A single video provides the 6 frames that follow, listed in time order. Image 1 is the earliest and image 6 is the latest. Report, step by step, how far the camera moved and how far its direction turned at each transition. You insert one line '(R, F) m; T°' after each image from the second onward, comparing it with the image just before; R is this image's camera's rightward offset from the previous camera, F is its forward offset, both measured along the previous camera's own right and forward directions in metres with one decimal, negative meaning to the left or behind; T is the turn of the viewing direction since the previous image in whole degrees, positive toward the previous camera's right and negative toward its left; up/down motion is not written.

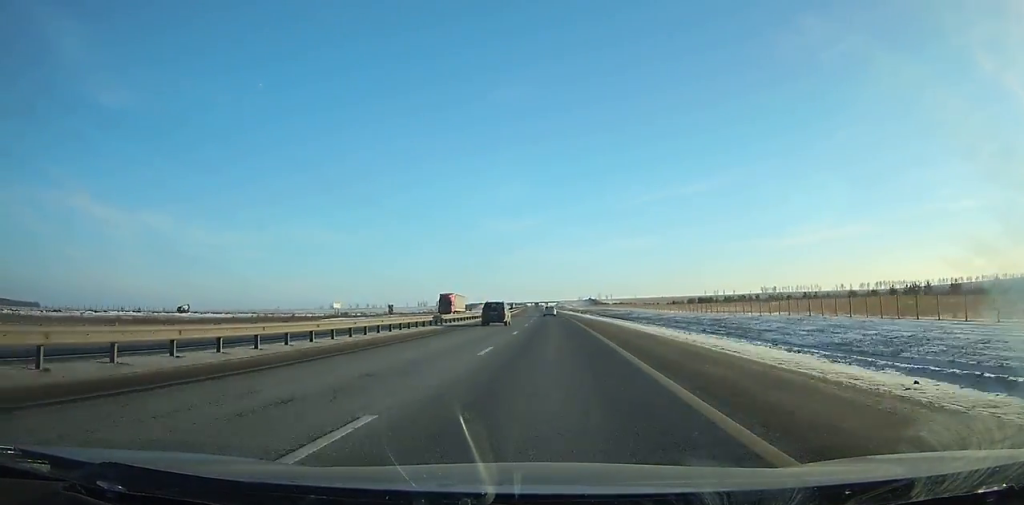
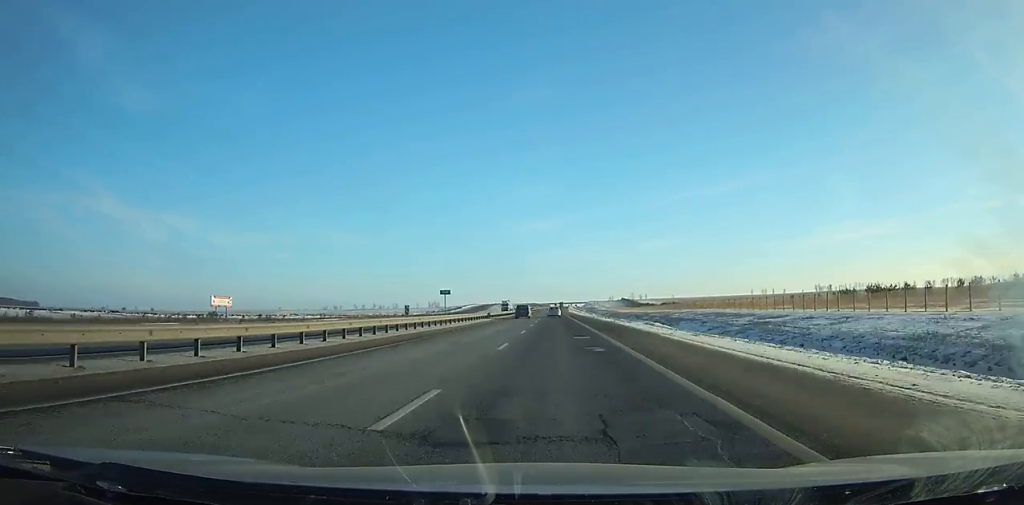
(-2.2, +116.9) m; -2°
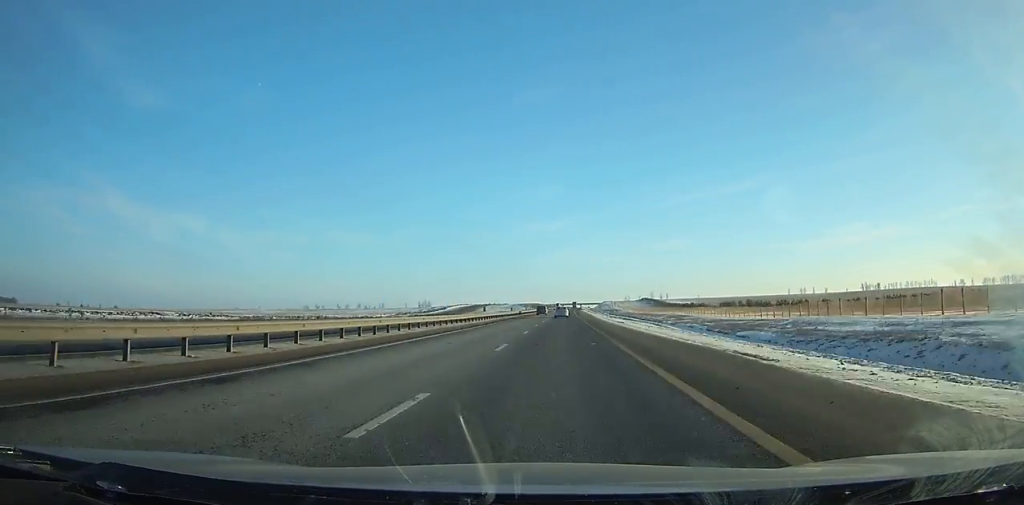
(-0.7, +119.3) m; 0°
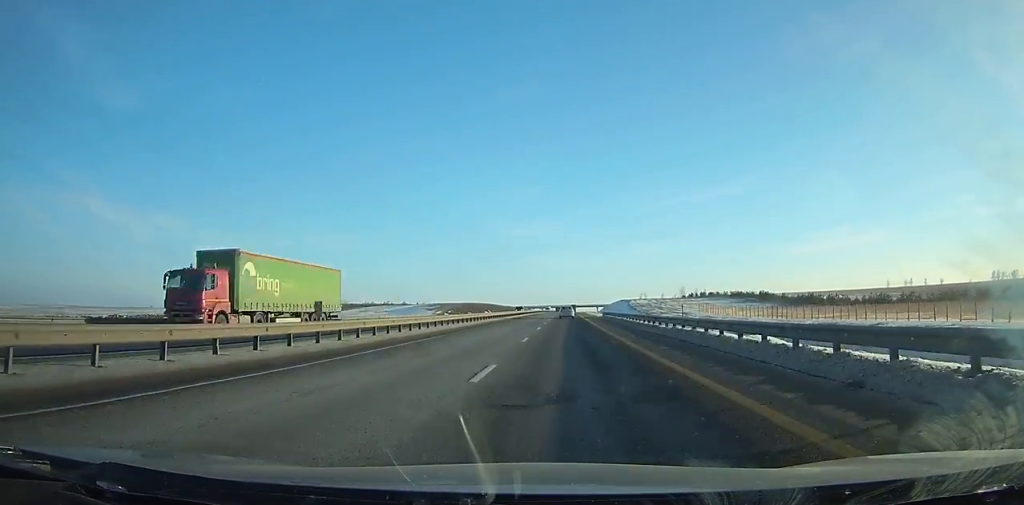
(+2.8, +280.1) m; +1°
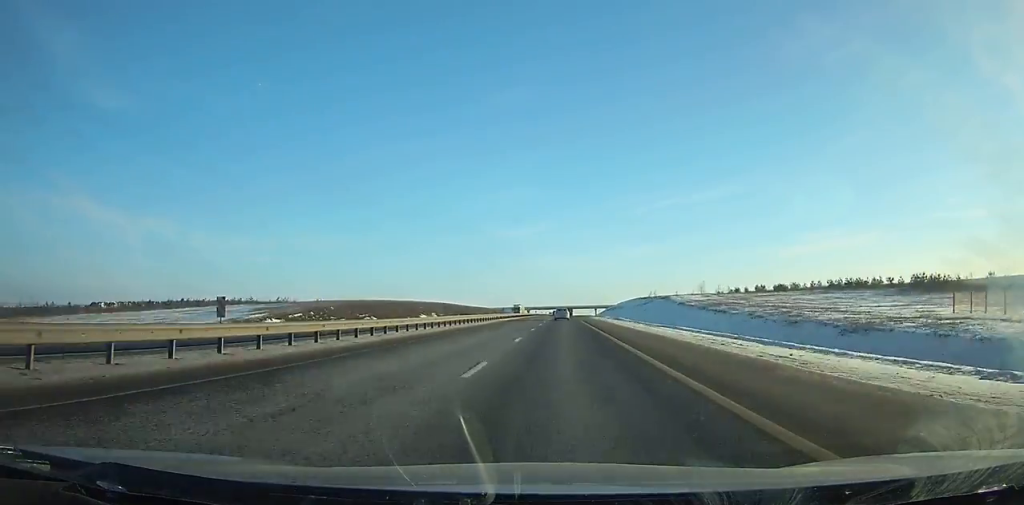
(+0.9, +94.8) m; +1°
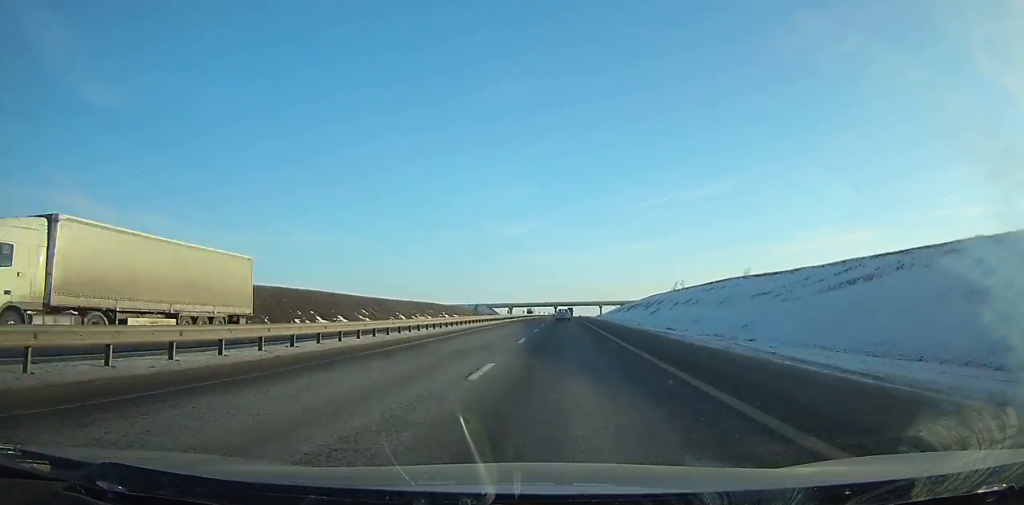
(+0.6, +107.8) m; +1°
